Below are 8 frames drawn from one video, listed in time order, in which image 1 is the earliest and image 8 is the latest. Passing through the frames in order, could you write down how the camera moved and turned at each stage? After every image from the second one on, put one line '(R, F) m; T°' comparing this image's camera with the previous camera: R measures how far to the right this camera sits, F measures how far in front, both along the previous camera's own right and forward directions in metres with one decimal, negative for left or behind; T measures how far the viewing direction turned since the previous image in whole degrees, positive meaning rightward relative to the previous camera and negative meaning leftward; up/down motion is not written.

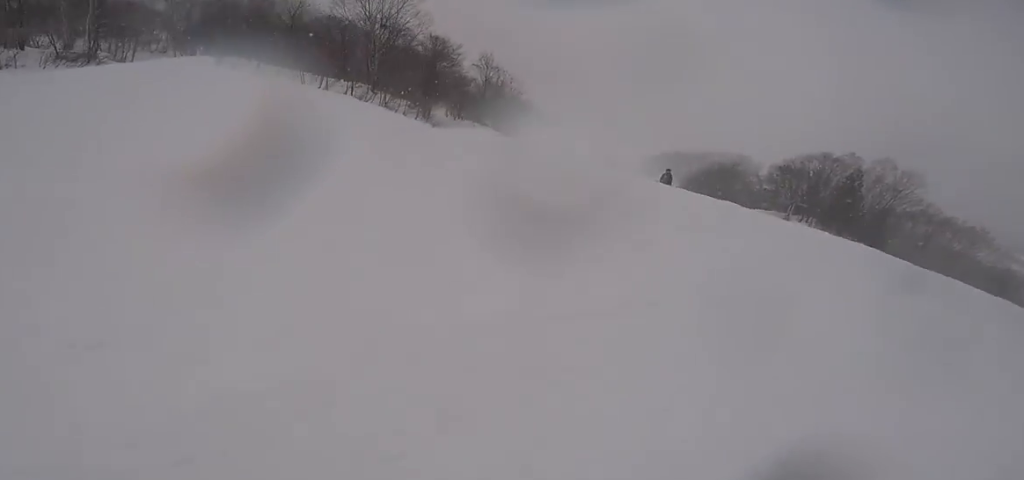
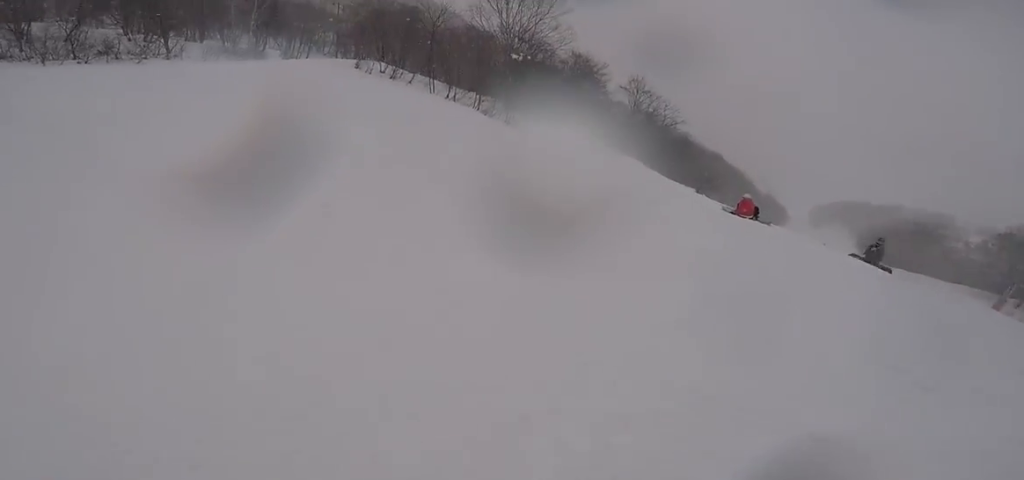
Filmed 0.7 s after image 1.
(-0.2, +3.0) m; -15°
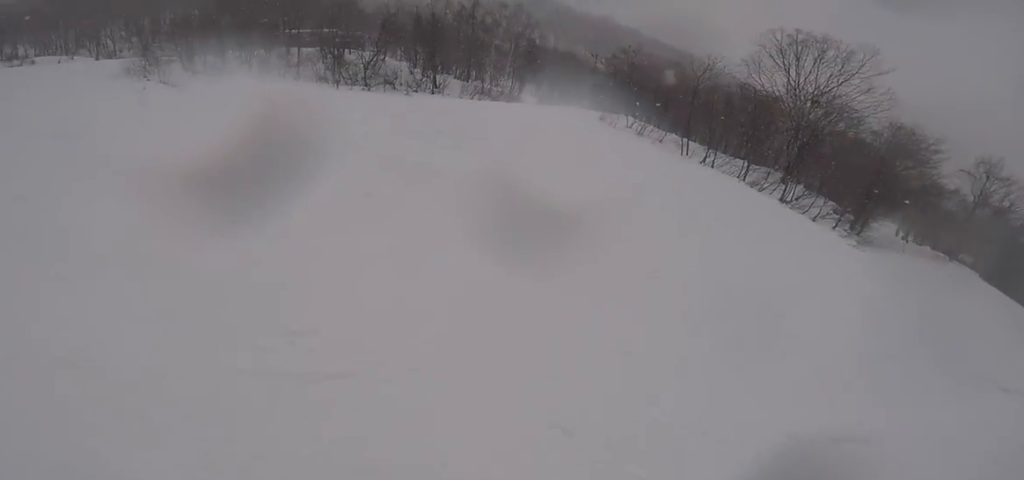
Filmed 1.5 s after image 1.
(-0.6, +3.3) m; -16°
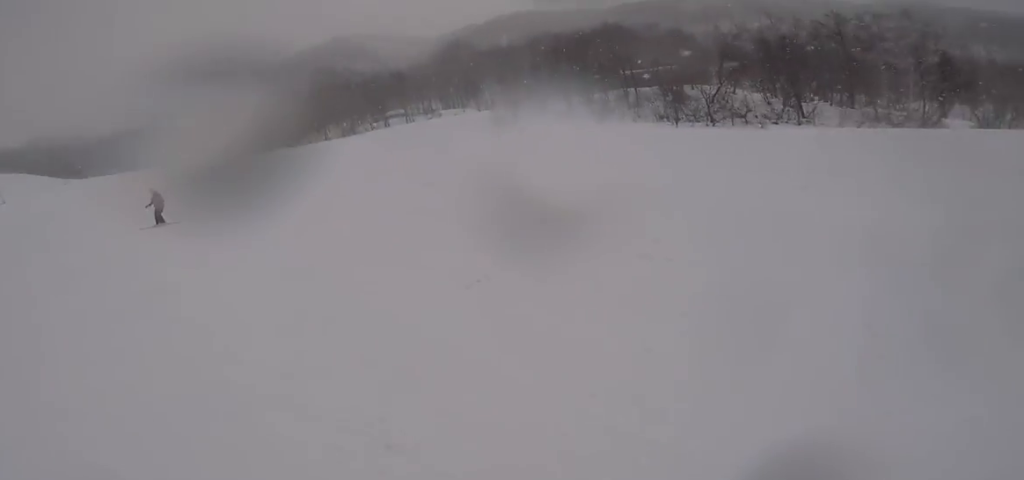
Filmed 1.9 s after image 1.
(-0.2, +1.9) m; -5°
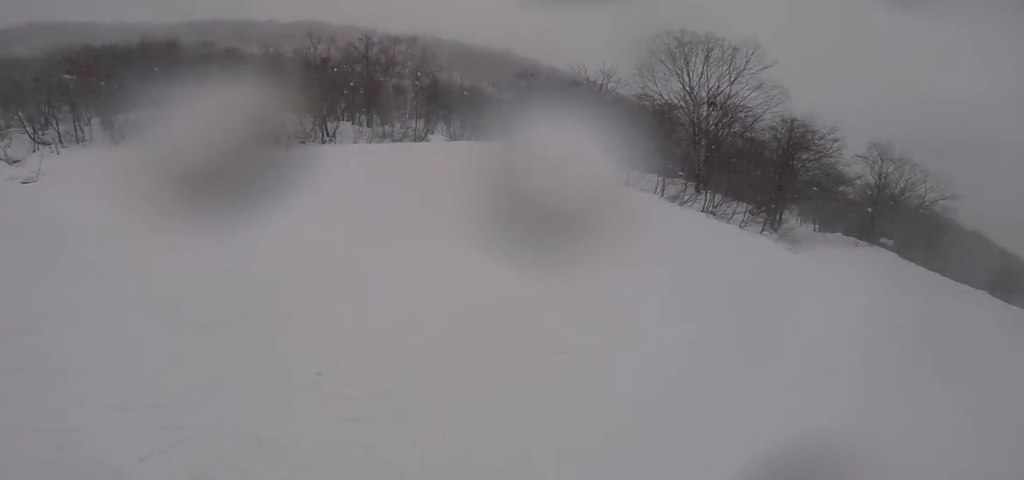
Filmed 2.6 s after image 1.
(-0.3, +3.0) m; -6°
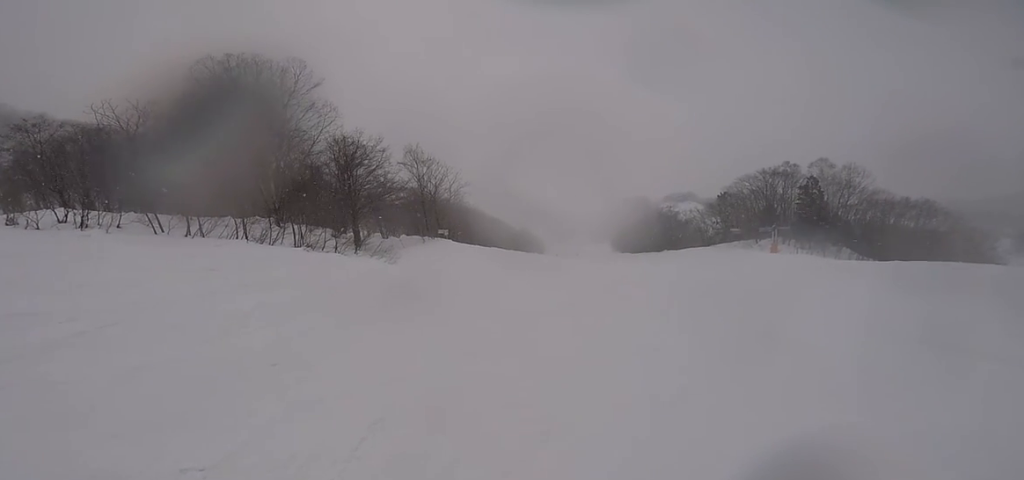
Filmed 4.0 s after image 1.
(+0.2, +4.7) m; +12°
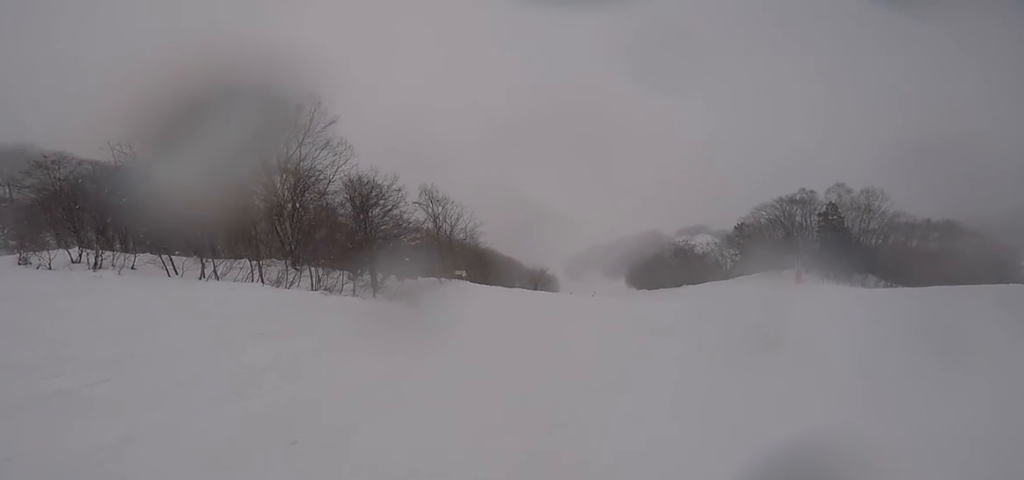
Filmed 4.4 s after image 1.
(+0.1, +1.4) m; +7°
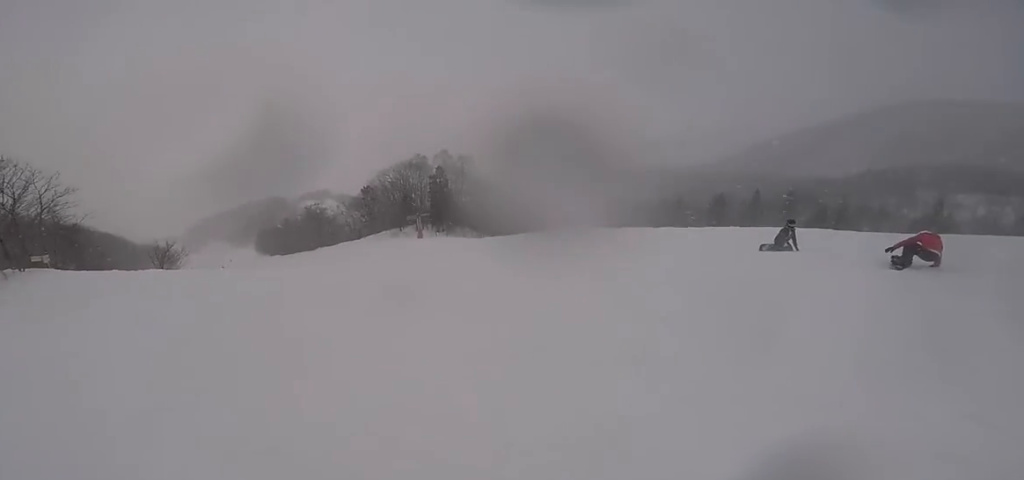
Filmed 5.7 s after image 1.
(+0.6, +3.5) m; +22°
